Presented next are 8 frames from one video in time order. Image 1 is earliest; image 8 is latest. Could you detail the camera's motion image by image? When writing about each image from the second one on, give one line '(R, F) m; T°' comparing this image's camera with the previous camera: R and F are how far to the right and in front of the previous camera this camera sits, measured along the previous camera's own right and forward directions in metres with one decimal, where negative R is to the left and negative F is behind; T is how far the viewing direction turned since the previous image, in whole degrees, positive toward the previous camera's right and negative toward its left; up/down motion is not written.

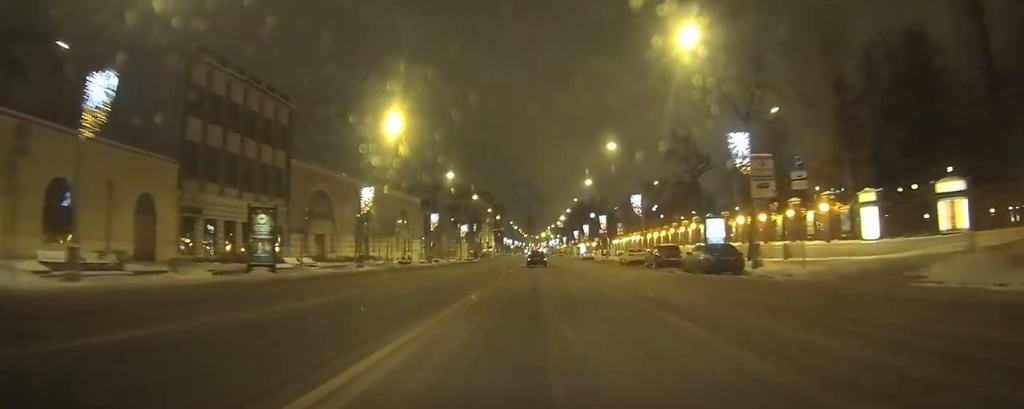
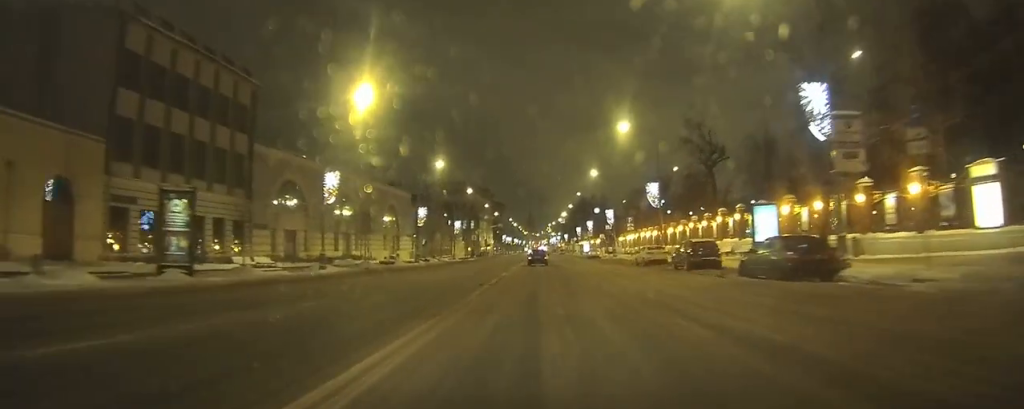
(+0.2, +8.3) m; 0°
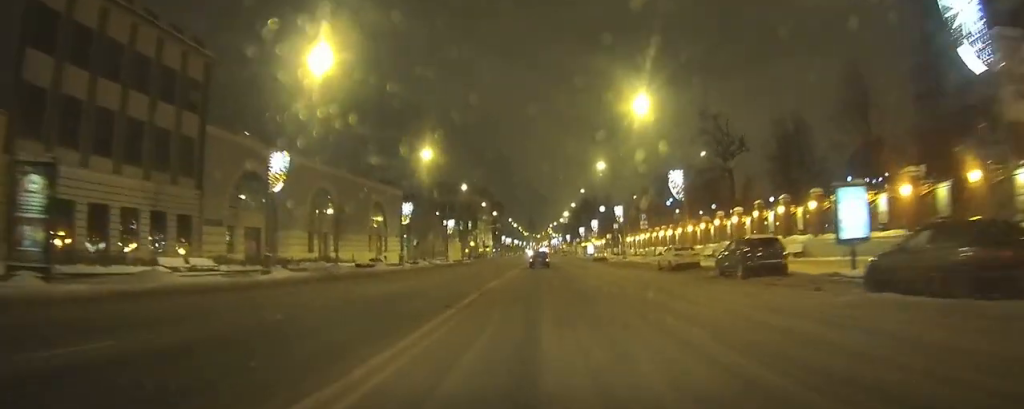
(-0.1, +8.3) m; 0°
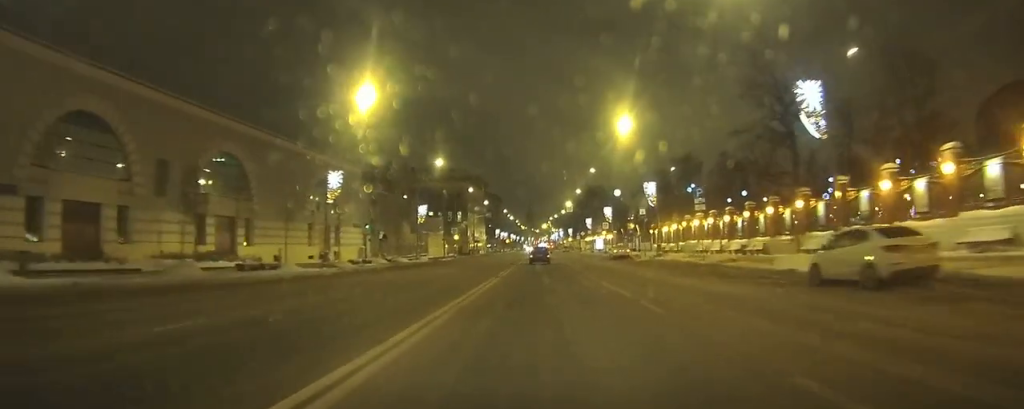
(+0.1, +21.0) m; 0°
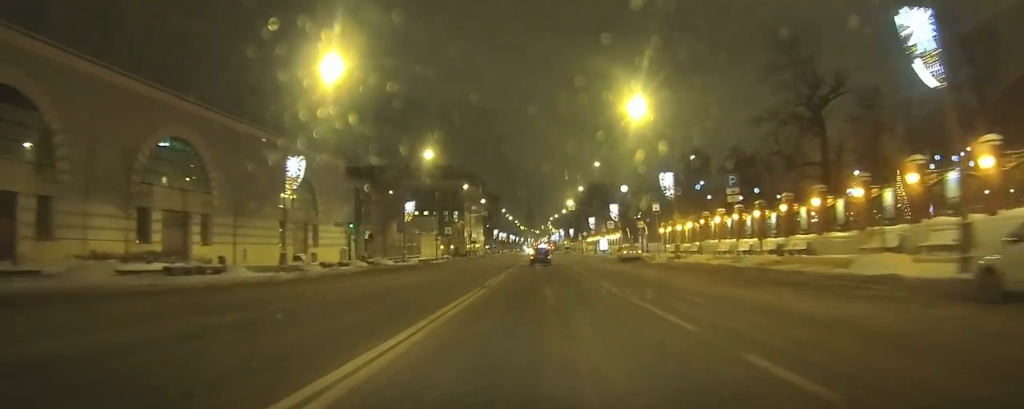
(-0.1, +6.7) m; -1°
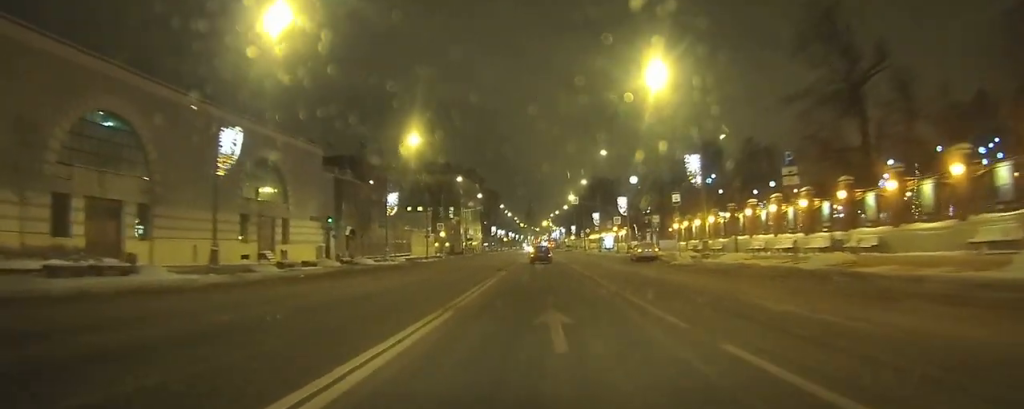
(-0.1, +7.4) m; 0°
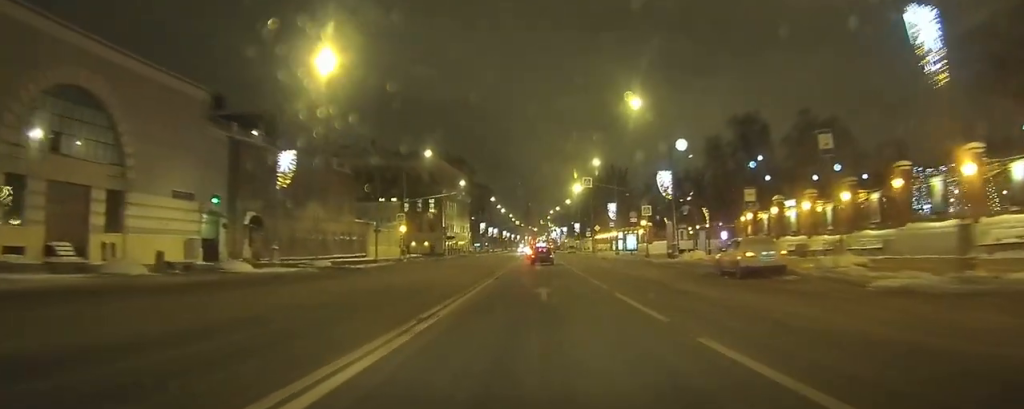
(+0.2, +23.9) m; +1°
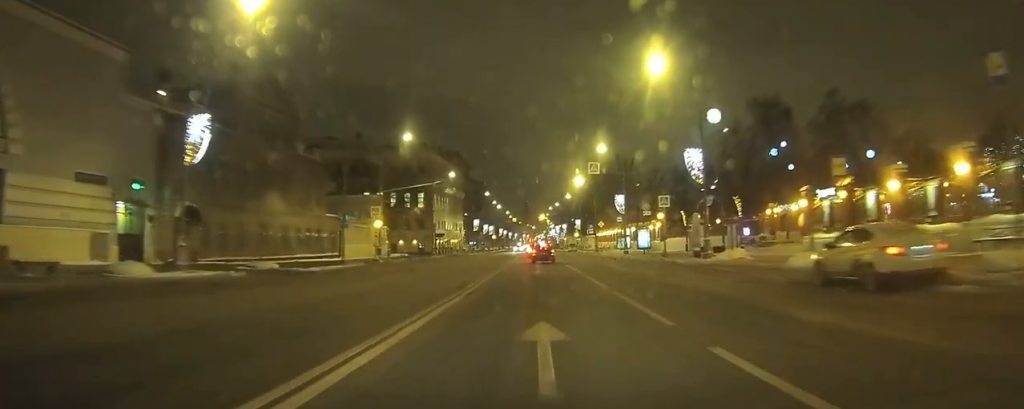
(0.0, +9.1) m; -1°
